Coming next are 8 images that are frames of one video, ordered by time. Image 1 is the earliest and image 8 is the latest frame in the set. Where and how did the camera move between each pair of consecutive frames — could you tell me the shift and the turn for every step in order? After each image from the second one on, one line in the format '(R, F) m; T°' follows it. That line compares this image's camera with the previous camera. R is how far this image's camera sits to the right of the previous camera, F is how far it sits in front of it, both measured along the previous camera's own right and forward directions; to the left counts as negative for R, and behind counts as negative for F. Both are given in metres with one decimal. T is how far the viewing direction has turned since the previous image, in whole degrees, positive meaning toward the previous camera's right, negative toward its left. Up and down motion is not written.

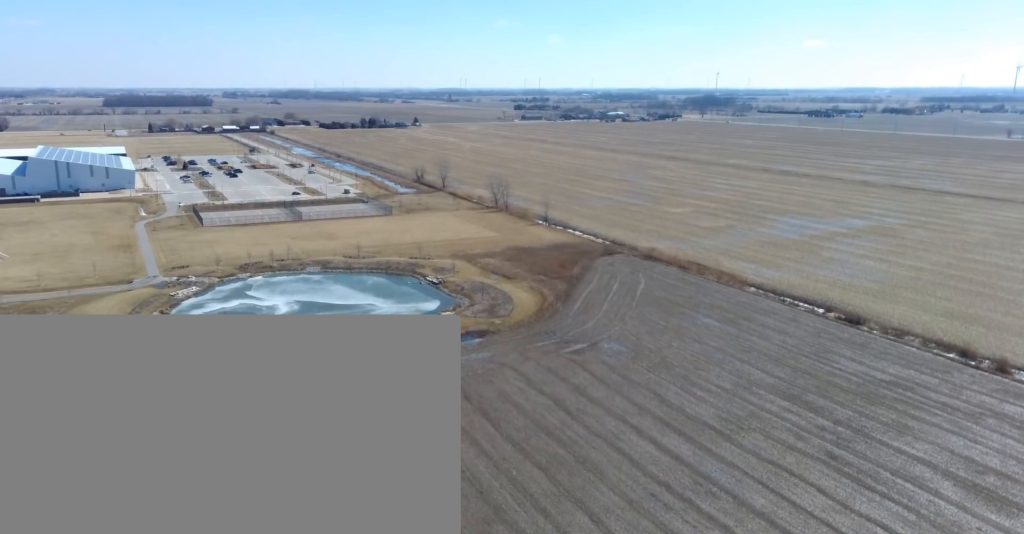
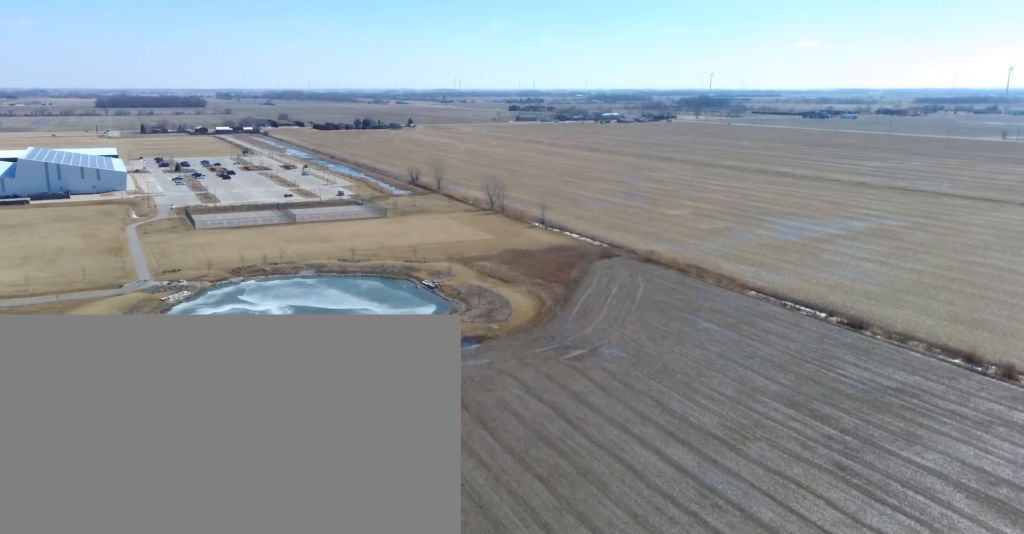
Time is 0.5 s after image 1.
(-0.1, +3.6) m; 0°
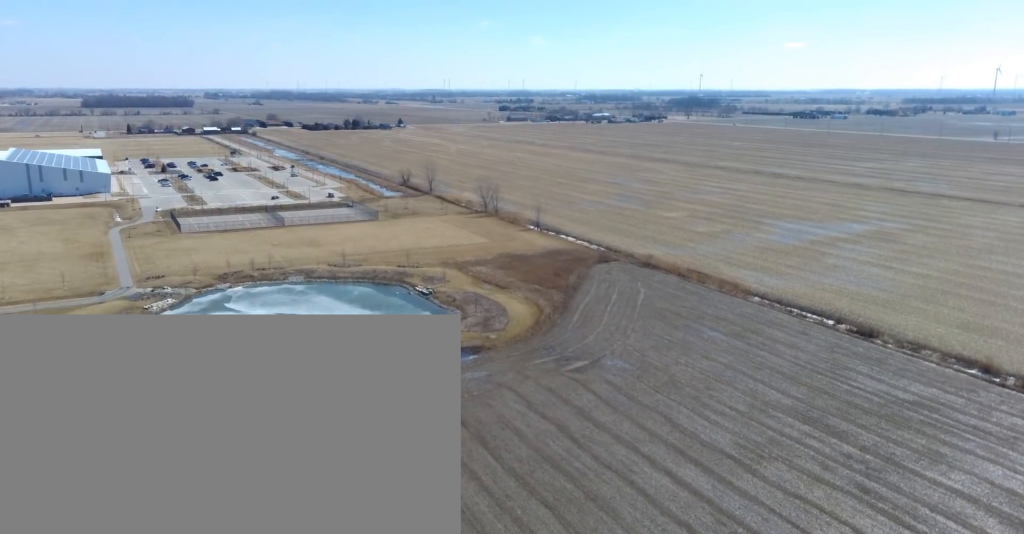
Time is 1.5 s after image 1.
(0.0, +7.8) m; +1°
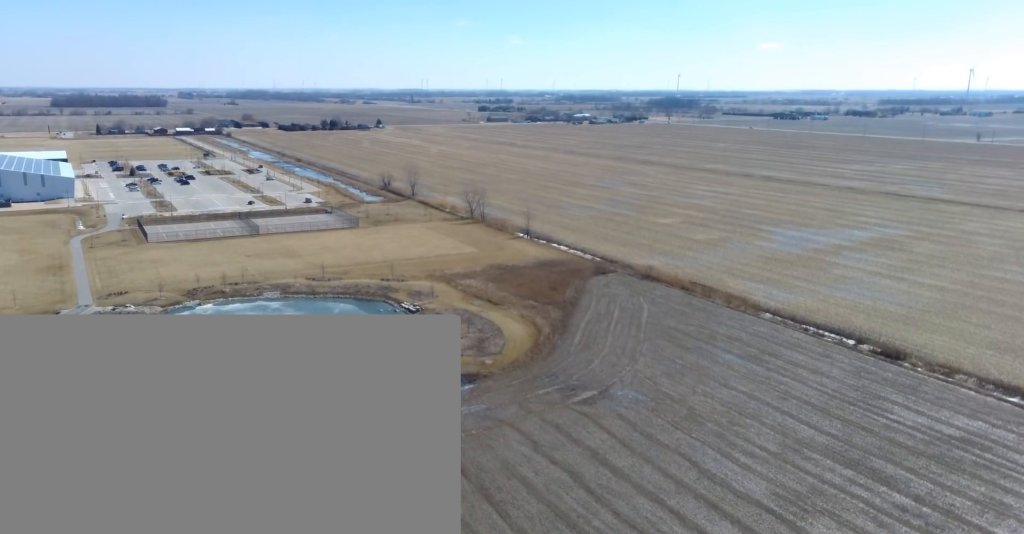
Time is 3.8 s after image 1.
(+0.2, +16.3) m; 0°
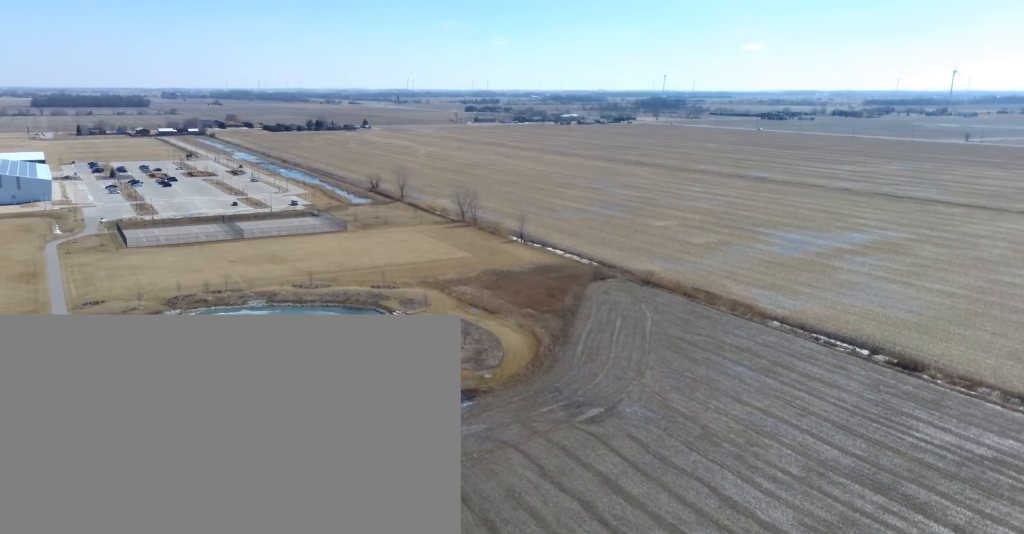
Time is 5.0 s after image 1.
(-0.1, +9.0) m; -2°
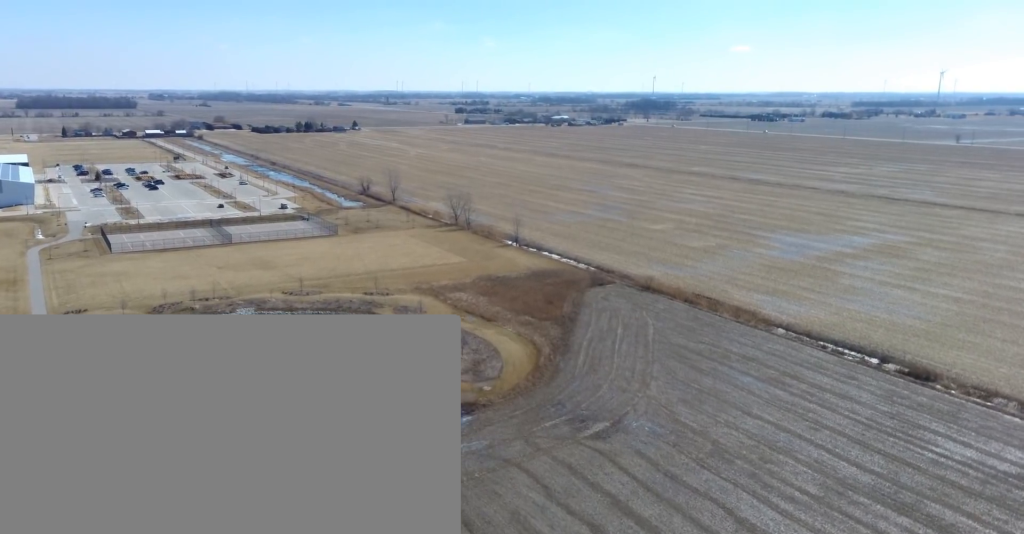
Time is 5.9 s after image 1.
(-0.1, +6.4) m; 0°
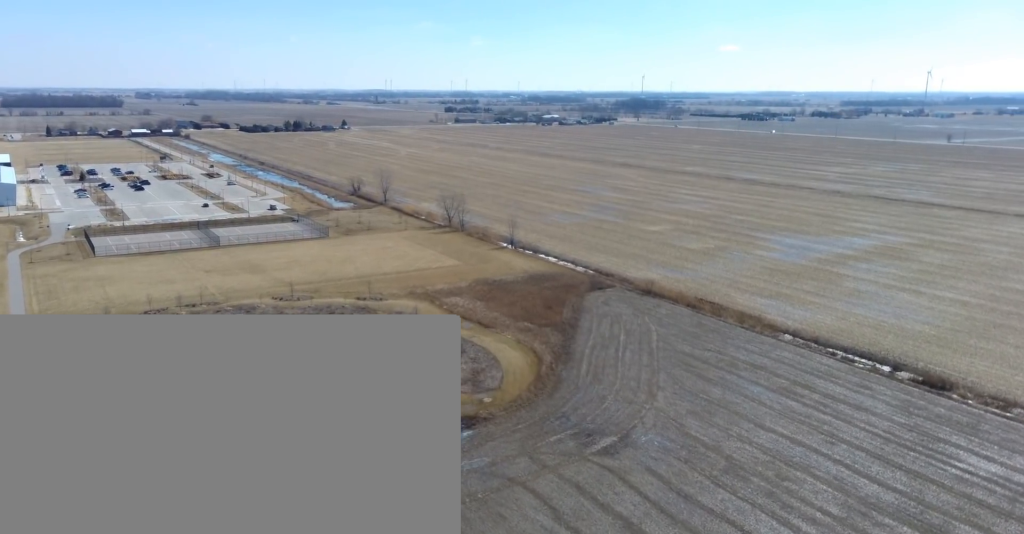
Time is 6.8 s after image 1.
(+0.1, +6.6) m; +2°
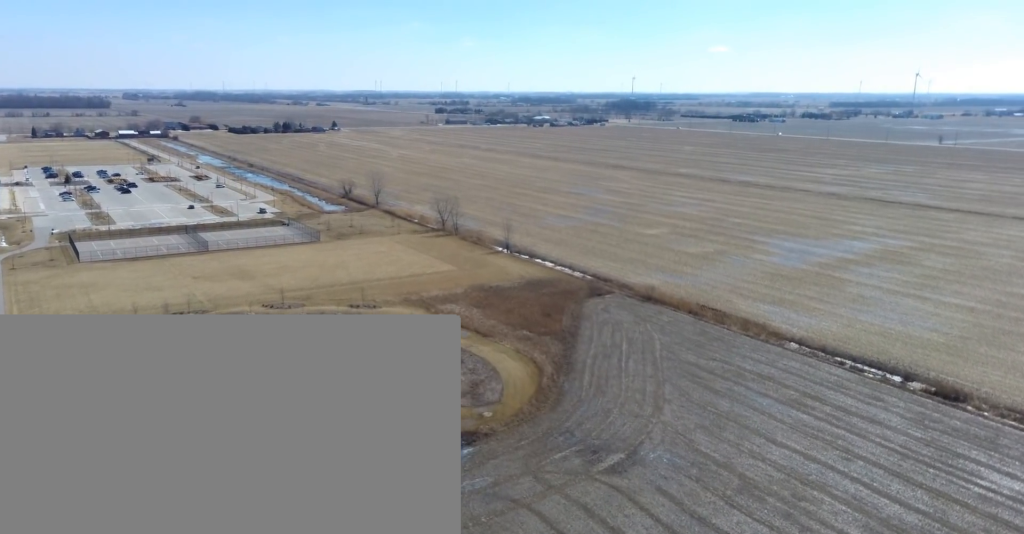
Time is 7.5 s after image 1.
(+0.1, +5.5) m; +1°
